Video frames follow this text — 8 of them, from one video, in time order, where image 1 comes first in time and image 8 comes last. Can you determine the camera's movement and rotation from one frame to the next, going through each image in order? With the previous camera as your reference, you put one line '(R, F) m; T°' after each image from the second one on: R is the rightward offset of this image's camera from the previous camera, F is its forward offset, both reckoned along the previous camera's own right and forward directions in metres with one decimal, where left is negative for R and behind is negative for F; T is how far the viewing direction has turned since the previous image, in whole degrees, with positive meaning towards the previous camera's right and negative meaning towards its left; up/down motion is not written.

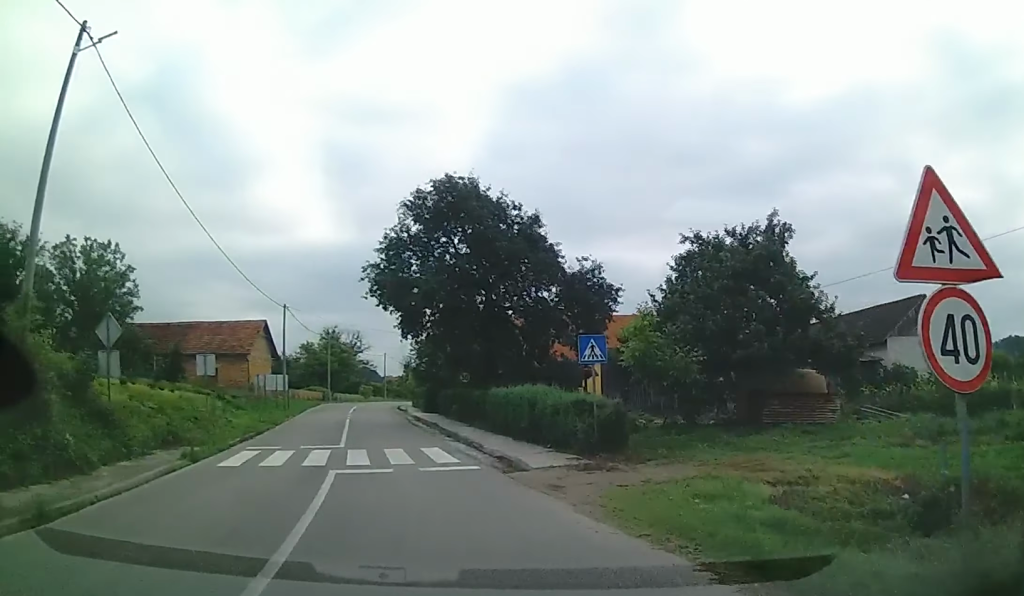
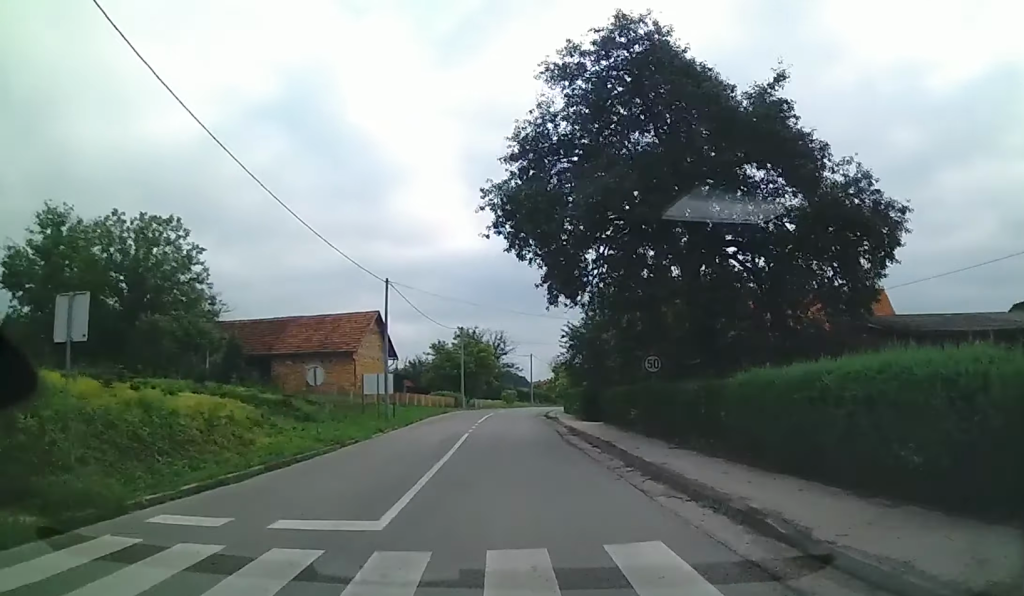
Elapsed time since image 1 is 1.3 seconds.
(-2.3, +12.6) m; -11°
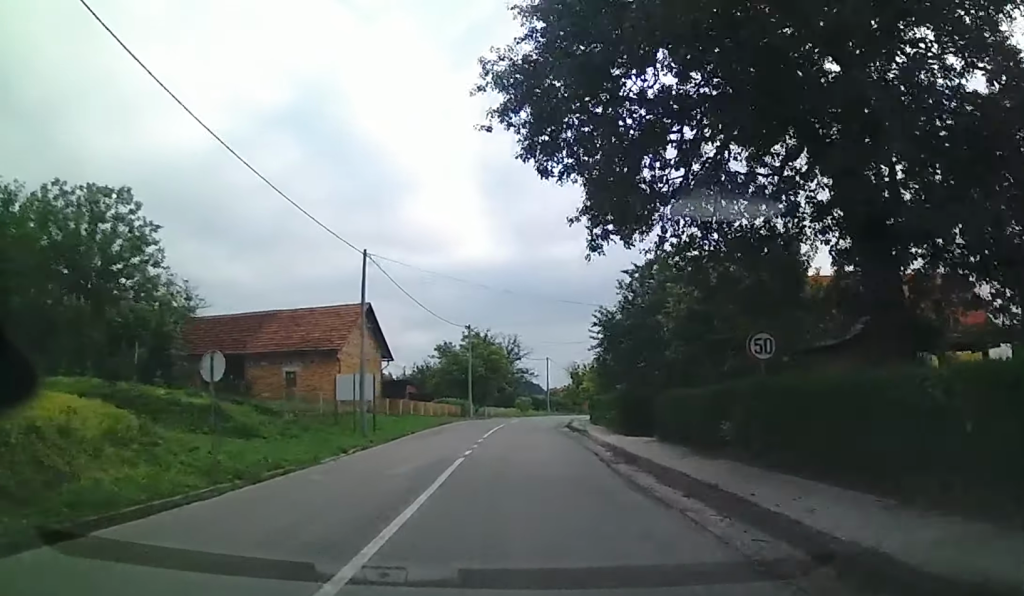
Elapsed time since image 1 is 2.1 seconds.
(0.0, +8.5) m; +1°
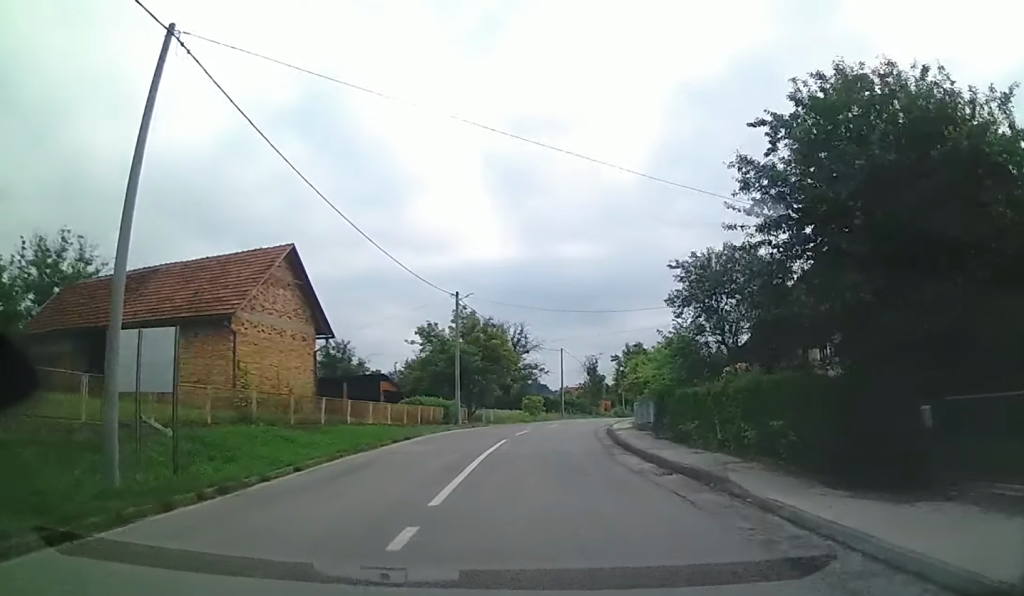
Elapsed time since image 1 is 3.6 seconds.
(+0.5, +17.6) m; +3°
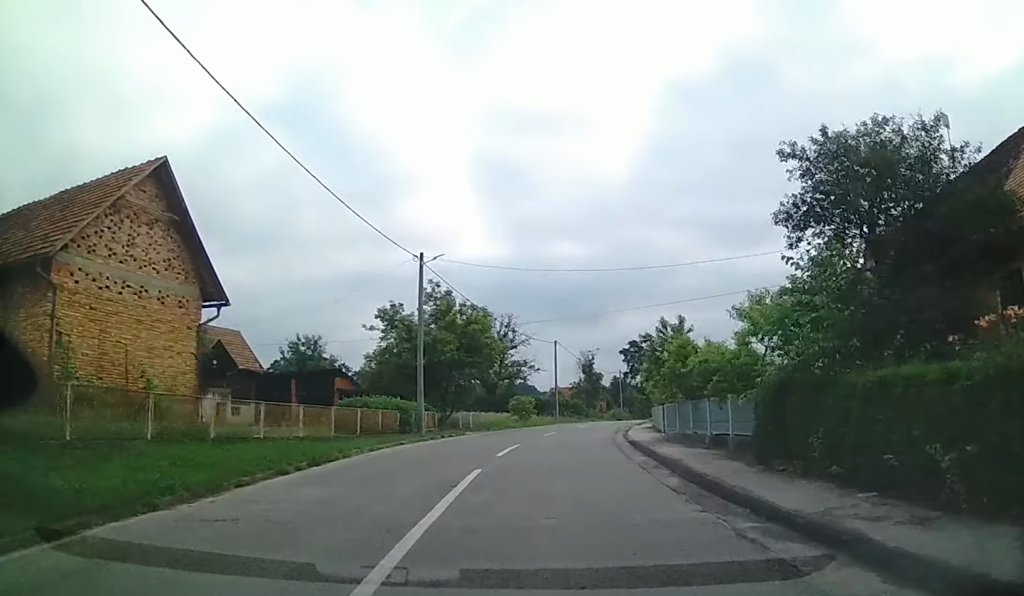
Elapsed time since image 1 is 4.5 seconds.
(+0.3, +11.7) m; +5°
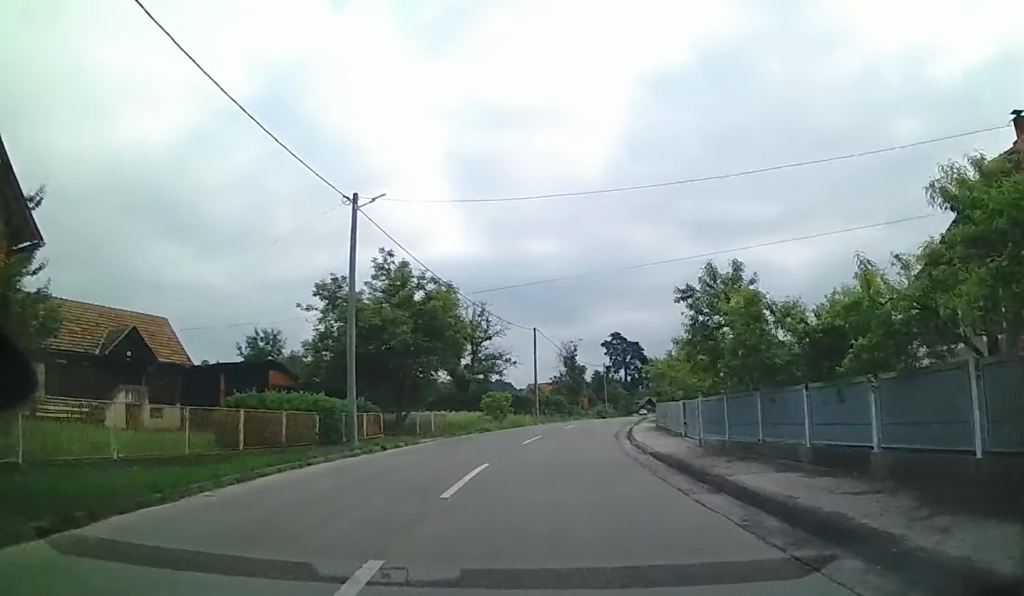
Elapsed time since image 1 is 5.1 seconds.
(+0.5, +9.2) m; +5°
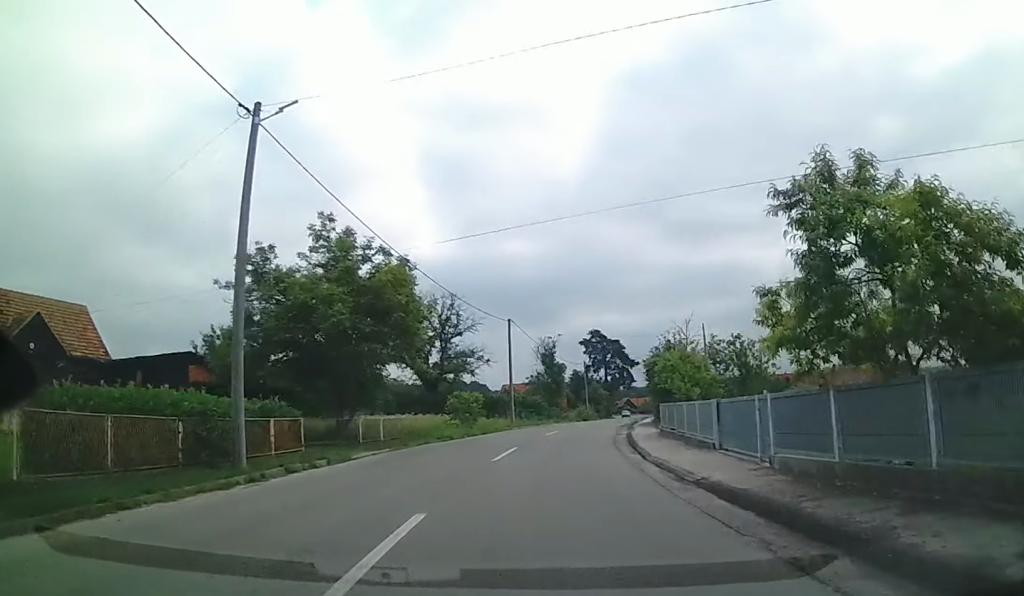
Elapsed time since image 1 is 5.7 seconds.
(+0.1, +7.6) m; +4°
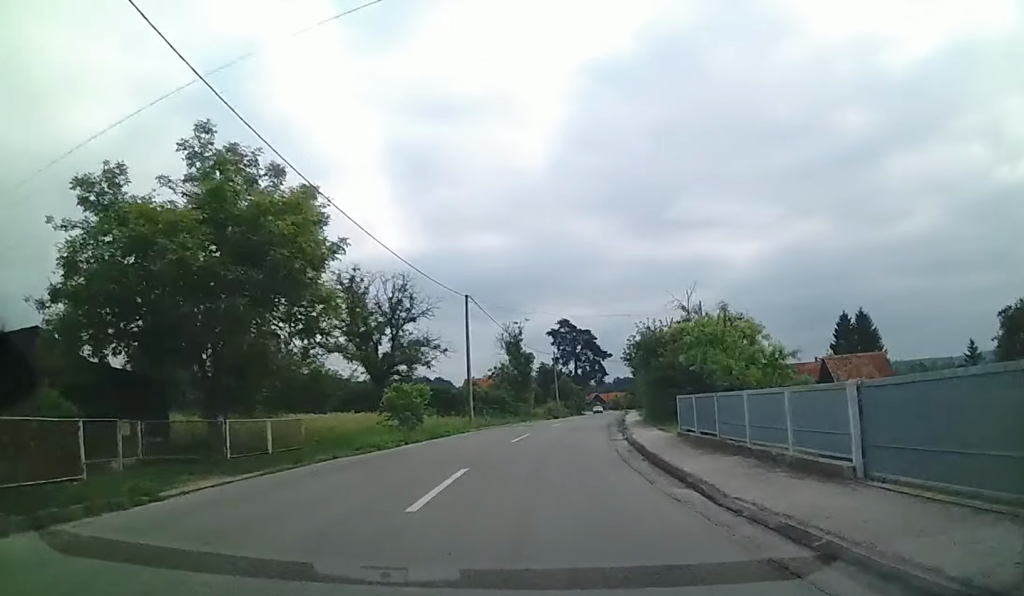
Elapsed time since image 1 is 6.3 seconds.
(+0.6, +9.9) m; +3°
